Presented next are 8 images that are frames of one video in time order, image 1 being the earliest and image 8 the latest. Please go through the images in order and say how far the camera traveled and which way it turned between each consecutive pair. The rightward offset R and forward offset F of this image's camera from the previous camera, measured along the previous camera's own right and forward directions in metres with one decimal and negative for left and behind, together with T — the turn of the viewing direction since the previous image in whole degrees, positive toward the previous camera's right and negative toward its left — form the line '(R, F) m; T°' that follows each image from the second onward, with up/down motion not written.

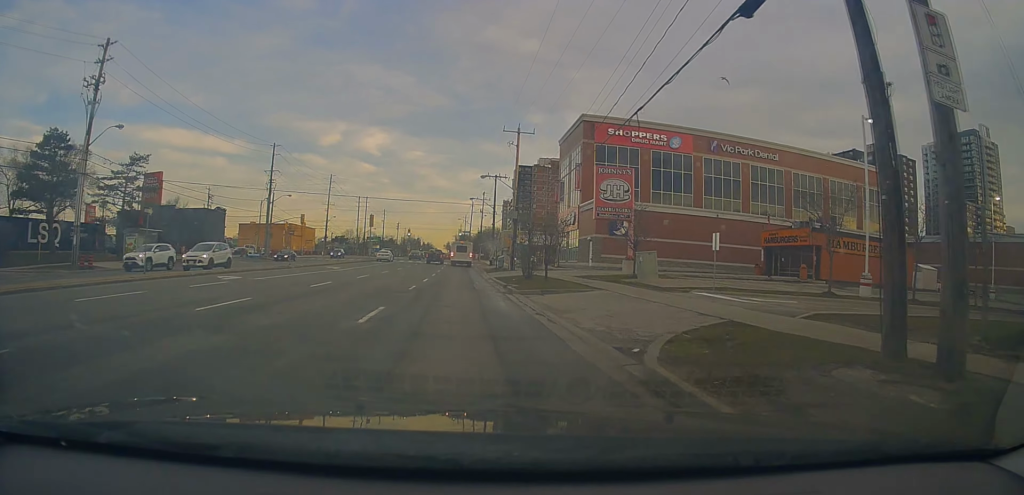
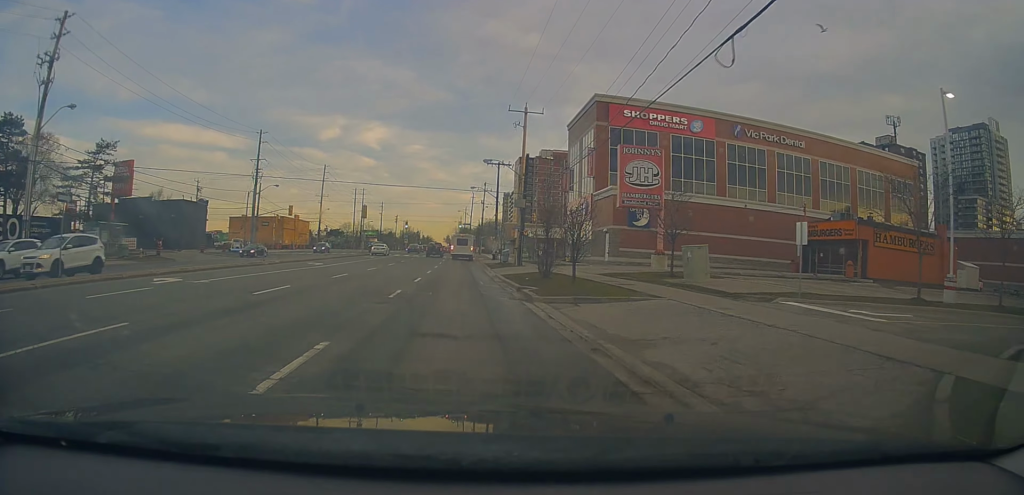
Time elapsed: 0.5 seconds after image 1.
(-0.2, +5.7) m; 0°
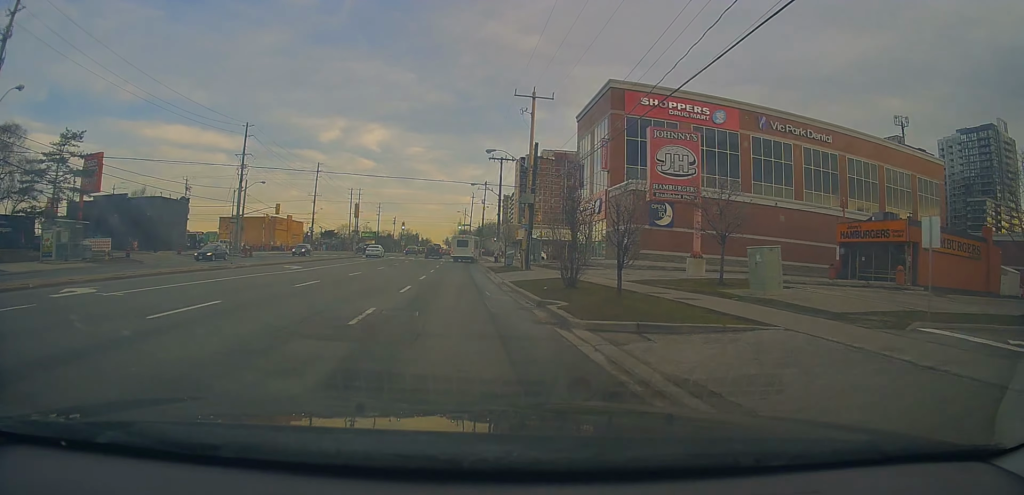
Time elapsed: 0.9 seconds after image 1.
(+0.2, +5.2) m; +1°
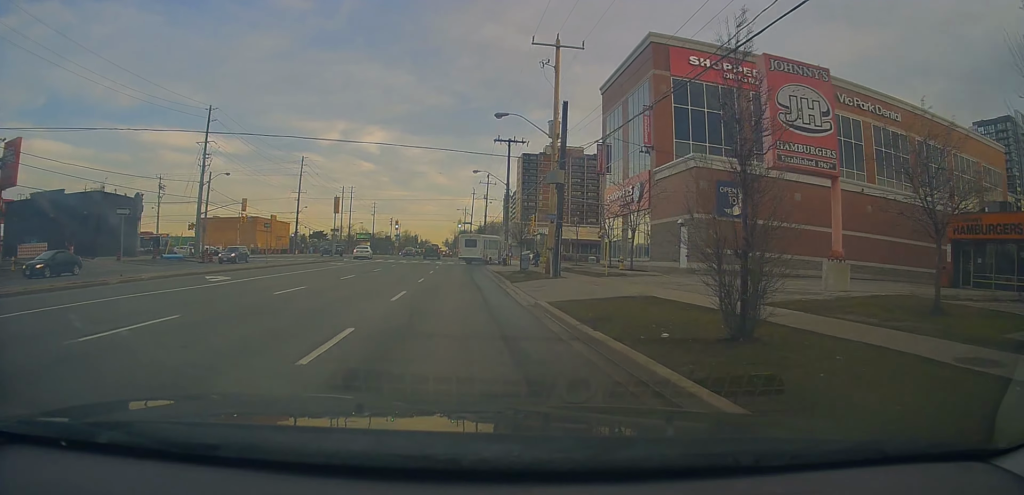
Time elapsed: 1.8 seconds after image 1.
(+0.2, +11.1) m; 0°
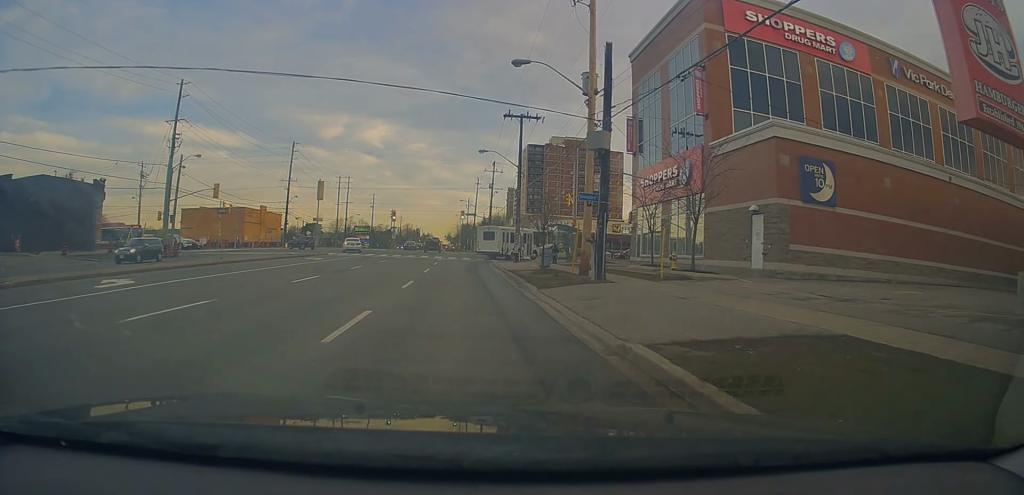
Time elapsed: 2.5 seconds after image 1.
(0.0, +7.8) m; -2°
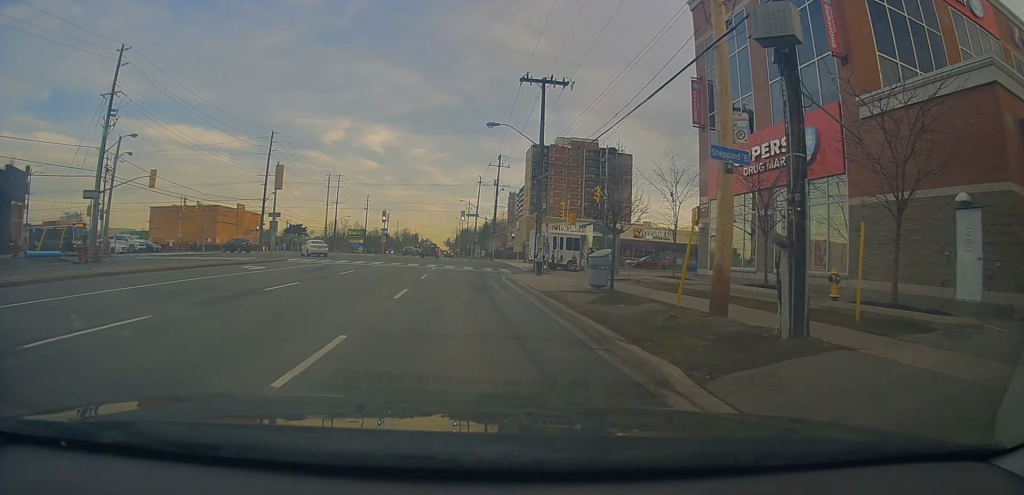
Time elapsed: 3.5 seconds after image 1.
(-0.5, +11.4) m; 0°
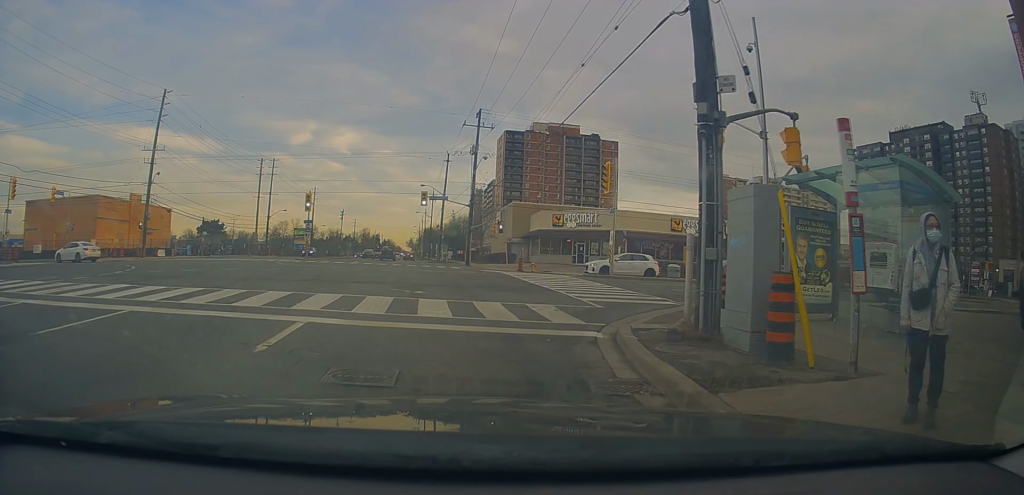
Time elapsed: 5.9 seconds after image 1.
(+1.7, +23.9) m; +12°
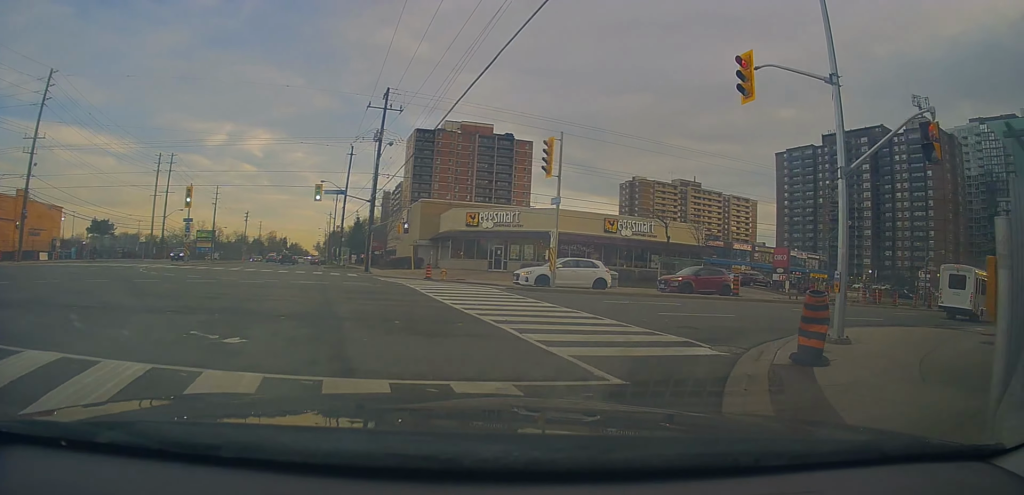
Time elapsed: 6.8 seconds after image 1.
(+0.6, +7.3) m; +16°
